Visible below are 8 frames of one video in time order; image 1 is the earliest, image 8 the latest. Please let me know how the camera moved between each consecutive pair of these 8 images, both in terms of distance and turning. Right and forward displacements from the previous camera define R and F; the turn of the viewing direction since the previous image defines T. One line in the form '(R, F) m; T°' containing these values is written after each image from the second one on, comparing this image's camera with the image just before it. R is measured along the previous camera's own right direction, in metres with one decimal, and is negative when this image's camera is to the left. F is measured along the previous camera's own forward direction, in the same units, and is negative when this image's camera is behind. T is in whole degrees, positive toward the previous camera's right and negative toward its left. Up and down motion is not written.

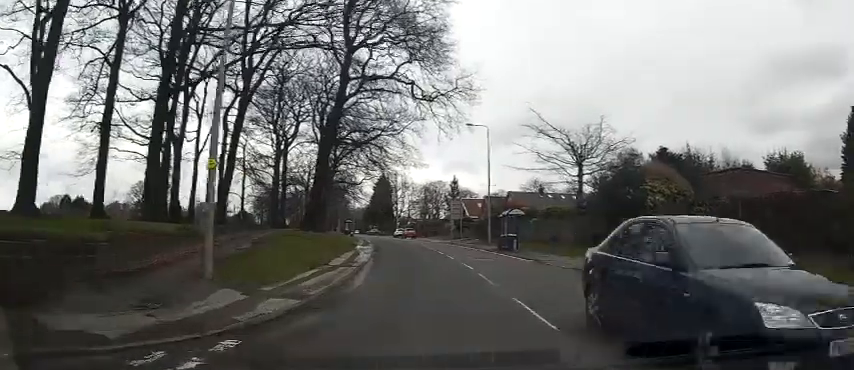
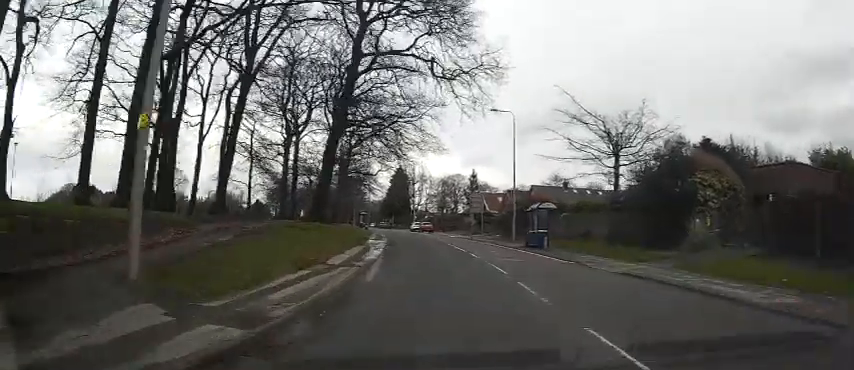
(0.0, +3.7) m; -1°
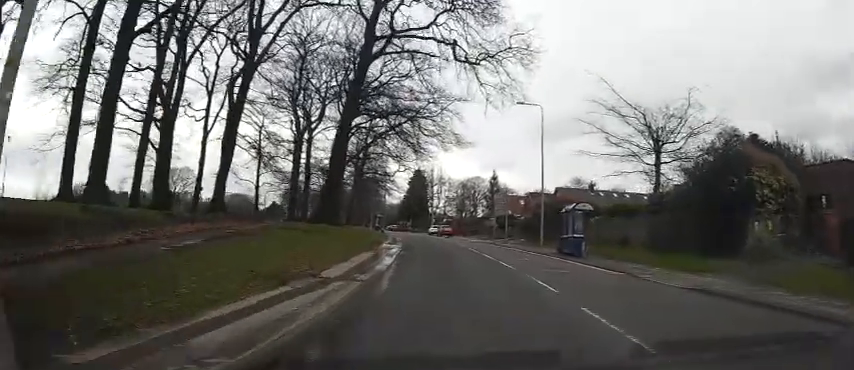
(0.0, +3.7) m; -1°
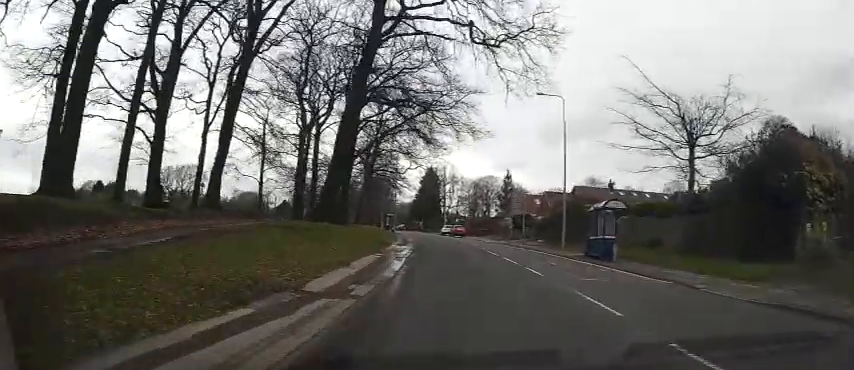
(0.0, +2.9) m; -1°
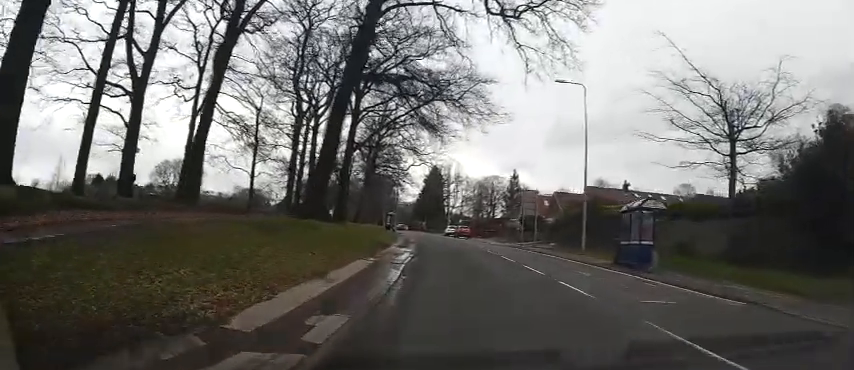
(-0.1, +4.0) m; -1°
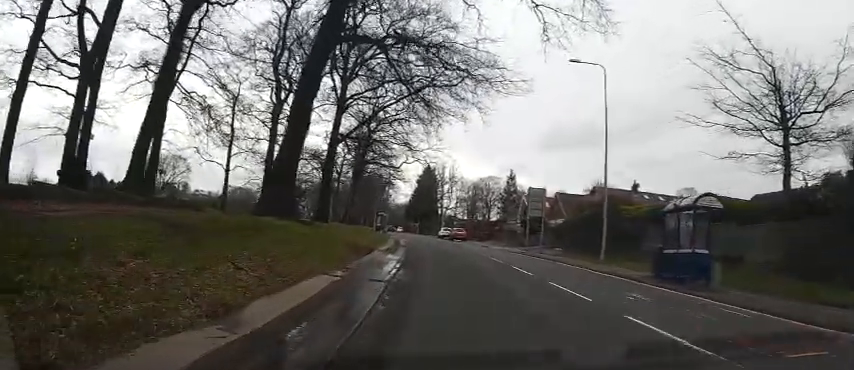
(-0.1, +5.7) m; -1°
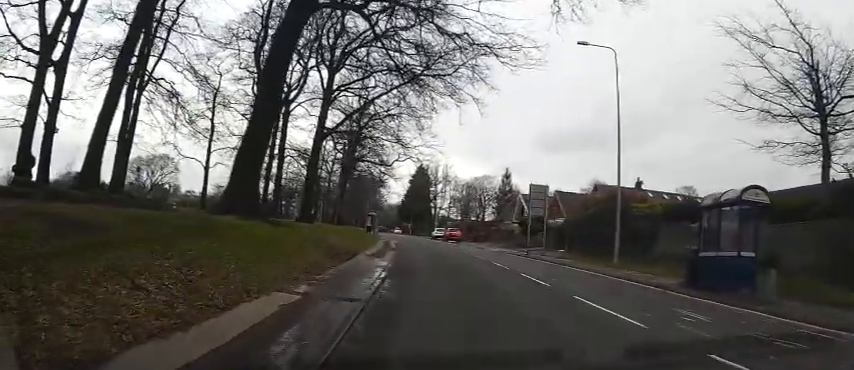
(-0.1, +4.2) m; -3°
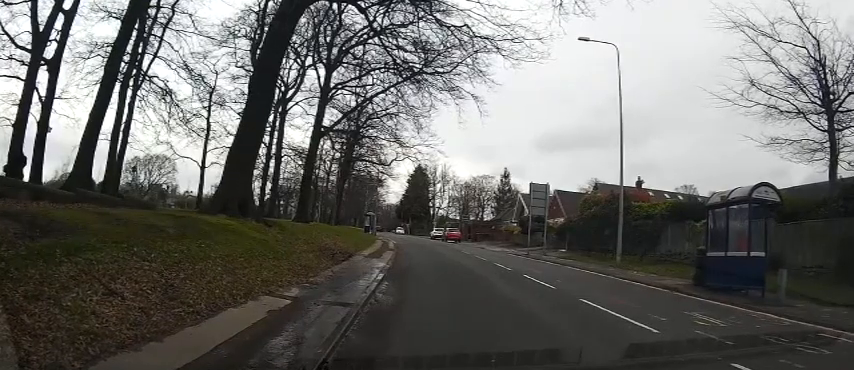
(-0.1, +1.4) m; 0°
